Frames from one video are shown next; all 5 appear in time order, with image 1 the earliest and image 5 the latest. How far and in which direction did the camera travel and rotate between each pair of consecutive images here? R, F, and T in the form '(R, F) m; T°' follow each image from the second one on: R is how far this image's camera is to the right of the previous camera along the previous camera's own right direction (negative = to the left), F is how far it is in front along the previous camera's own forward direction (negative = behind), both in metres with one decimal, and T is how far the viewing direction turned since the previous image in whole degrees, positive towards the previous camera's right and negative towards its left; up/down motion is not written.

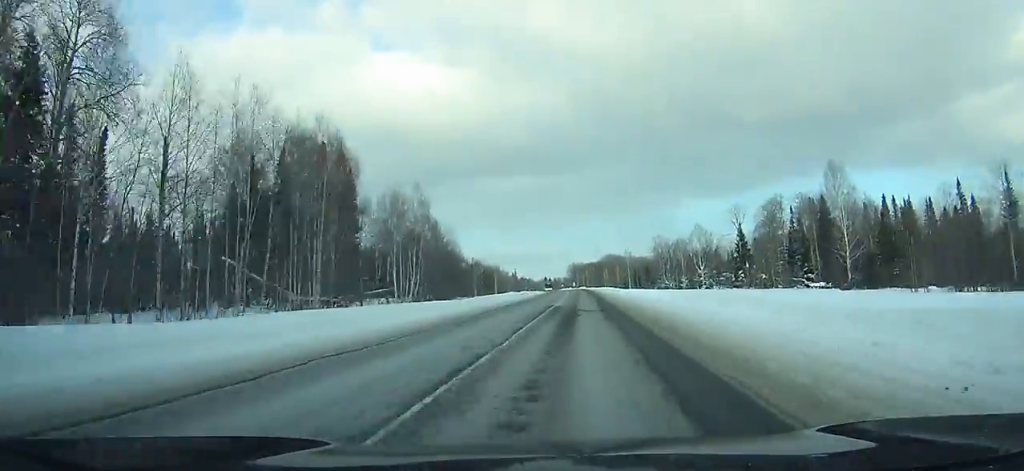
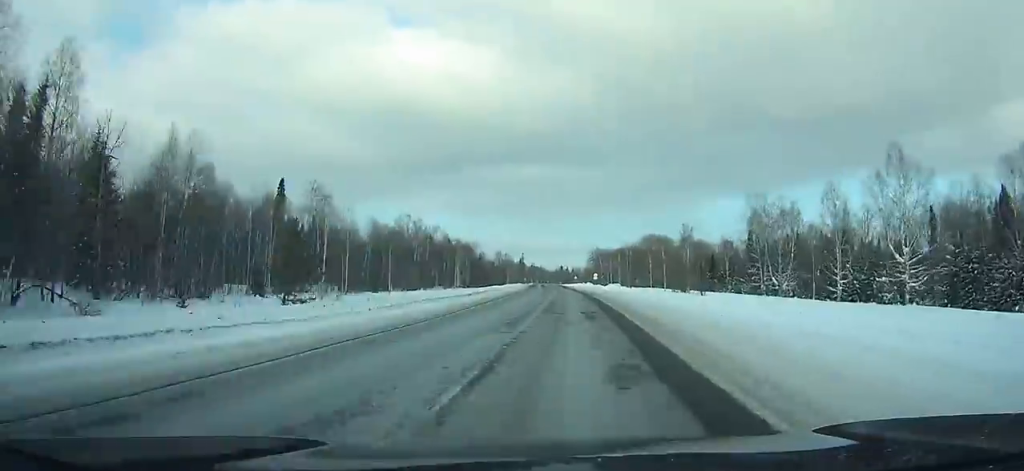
(-1.3, +124.4) m; -2°
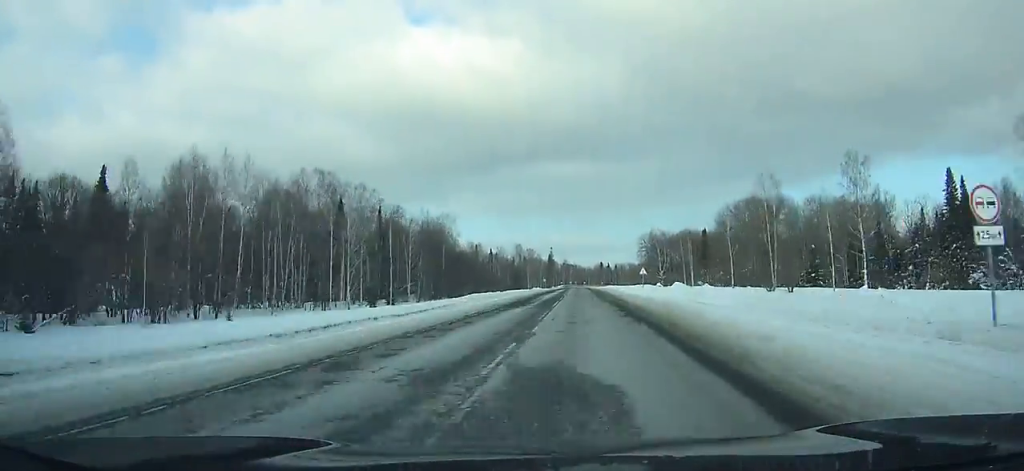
(-2.5, +100.0) m; -3°
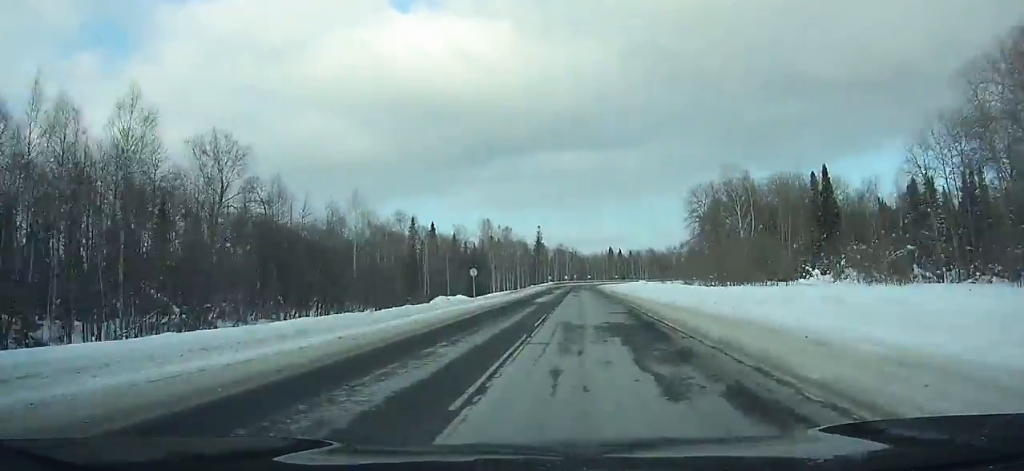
(-1.2, +106.8) m; -1°
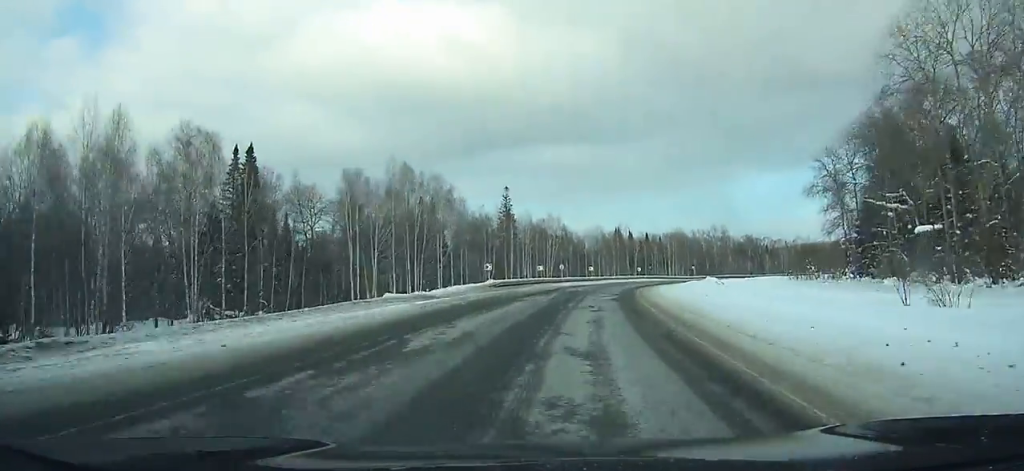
(+0.5, +87.4) m; +3°
